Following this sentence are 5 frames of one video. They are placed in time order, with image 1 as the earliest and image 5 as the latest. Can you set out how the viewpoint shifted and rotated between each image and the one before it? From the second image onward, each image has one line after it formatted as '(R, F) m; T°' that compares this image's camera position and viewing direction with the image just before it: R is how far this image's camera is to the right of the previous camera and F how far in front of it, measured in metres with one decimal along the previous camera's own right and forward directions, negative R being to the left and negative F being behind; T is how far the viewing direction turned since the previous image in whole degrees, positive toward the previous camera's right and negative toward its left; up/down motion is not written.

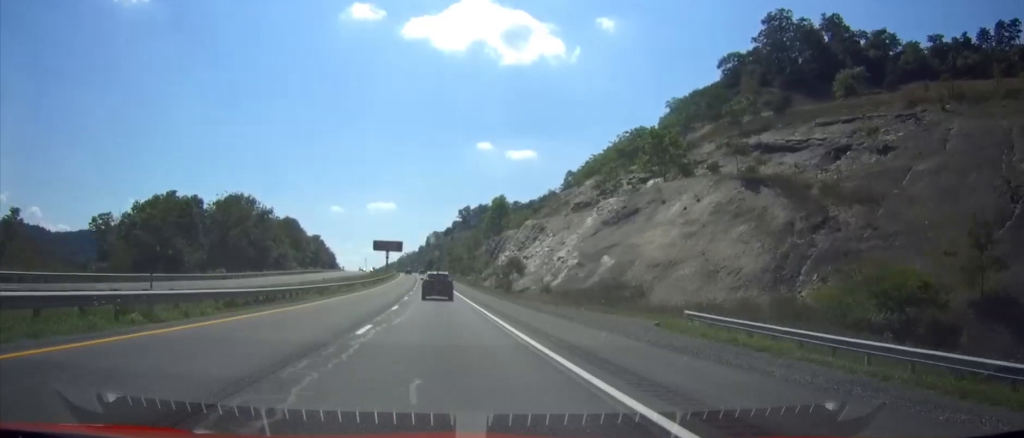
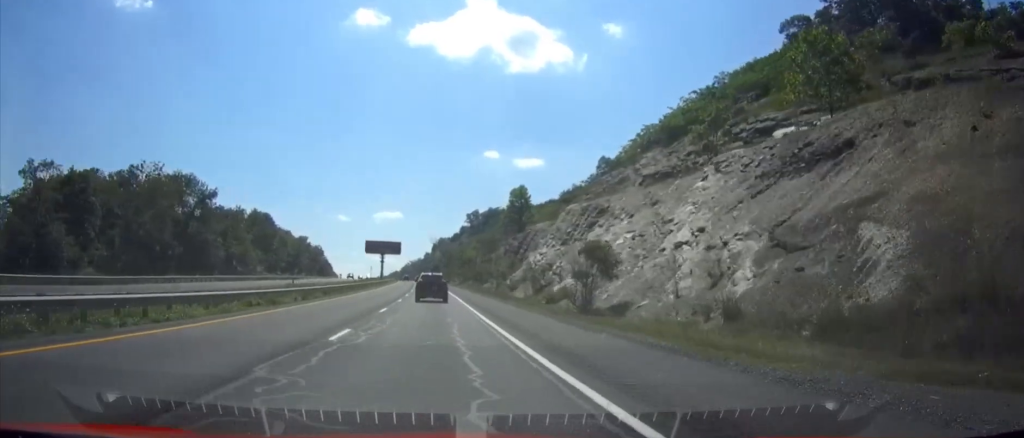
(-0.3, +39.6) m; -1°
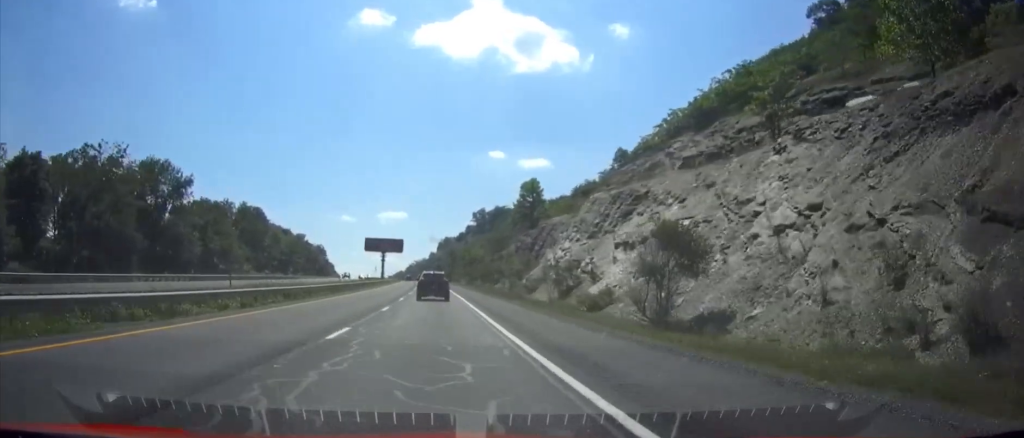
(0.0, +12.8) m; 0°
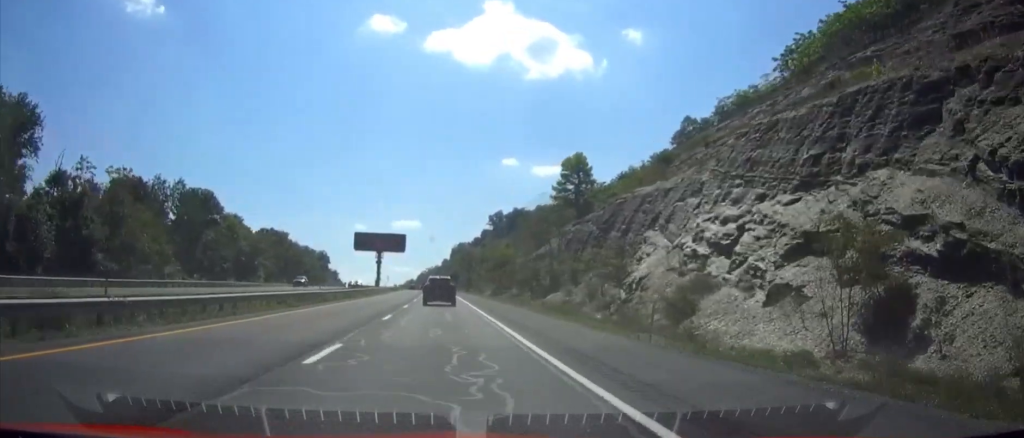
(-0.4, +42.4) m; -1°
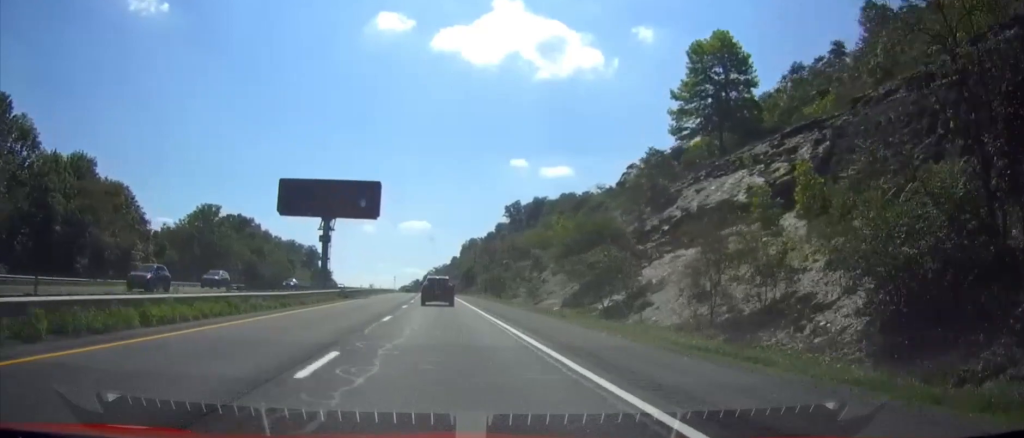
(-0.5, +64.2) m; -2°
